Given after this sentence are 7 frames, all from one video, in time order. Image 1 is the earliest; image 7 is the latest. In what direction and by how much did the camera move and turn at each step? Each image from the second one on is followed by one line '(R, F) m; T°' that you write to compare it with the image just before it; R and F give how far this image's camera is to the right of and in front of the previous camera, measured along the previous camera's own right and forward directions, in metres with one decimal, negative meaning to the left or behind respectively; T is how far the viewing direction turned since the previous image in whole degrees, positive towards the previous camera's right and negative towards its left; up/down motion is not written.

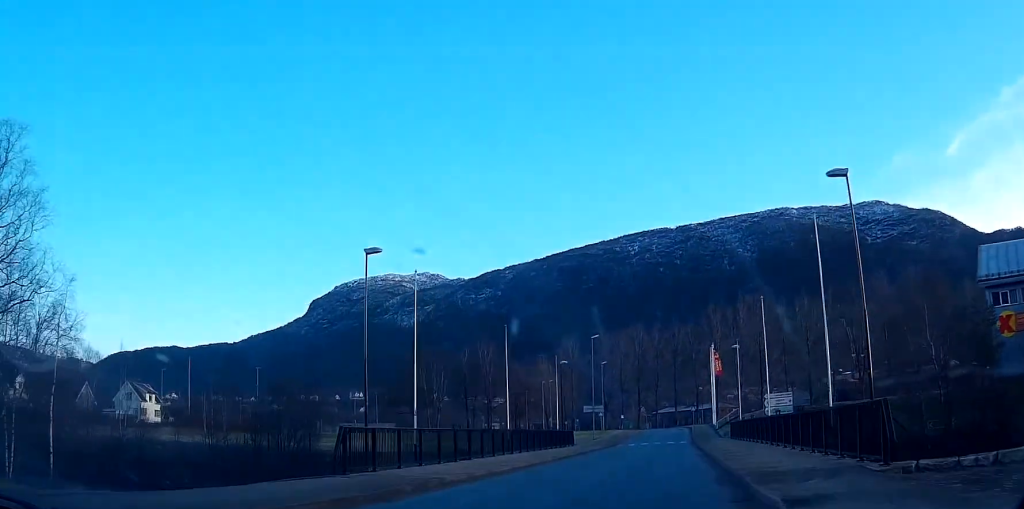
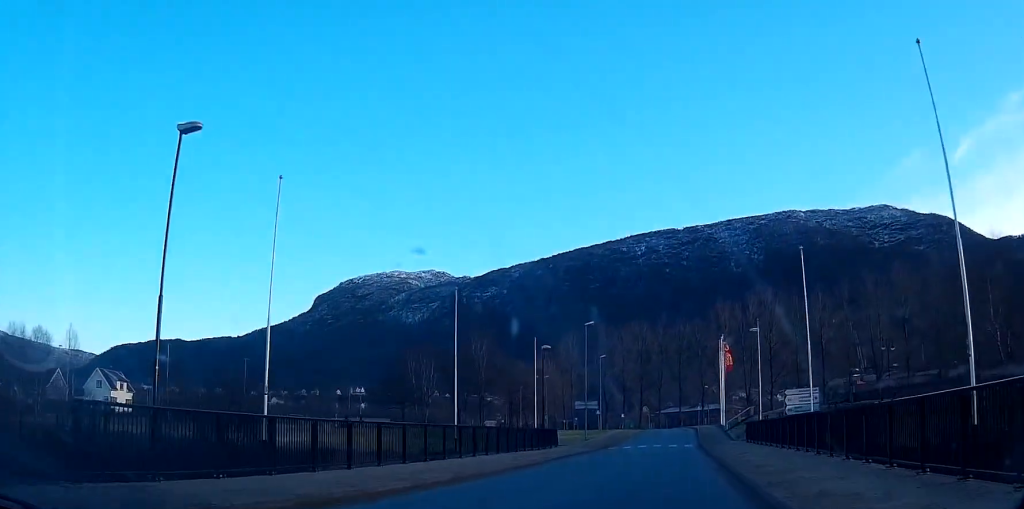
(-0.2, +9.9) m; -1°
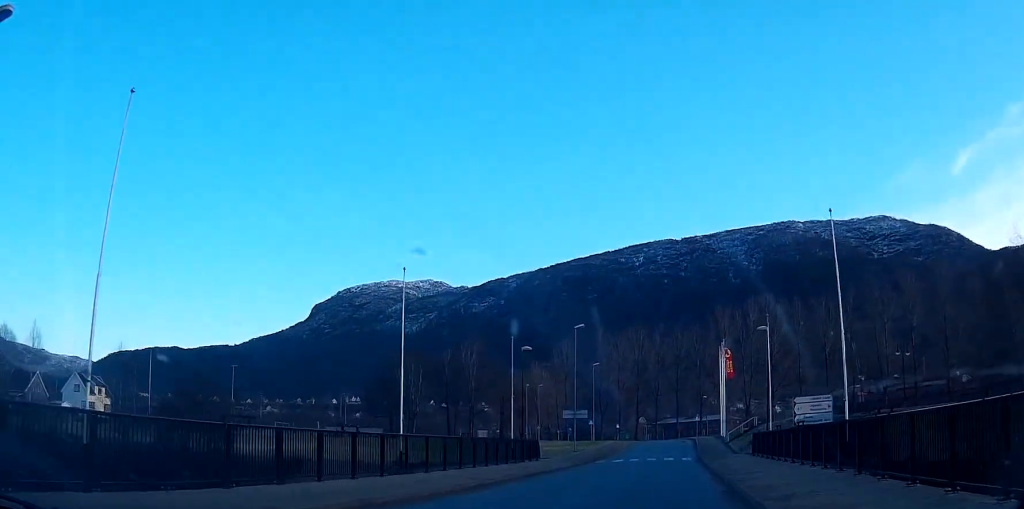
(0.0, +5.5) m; 0°
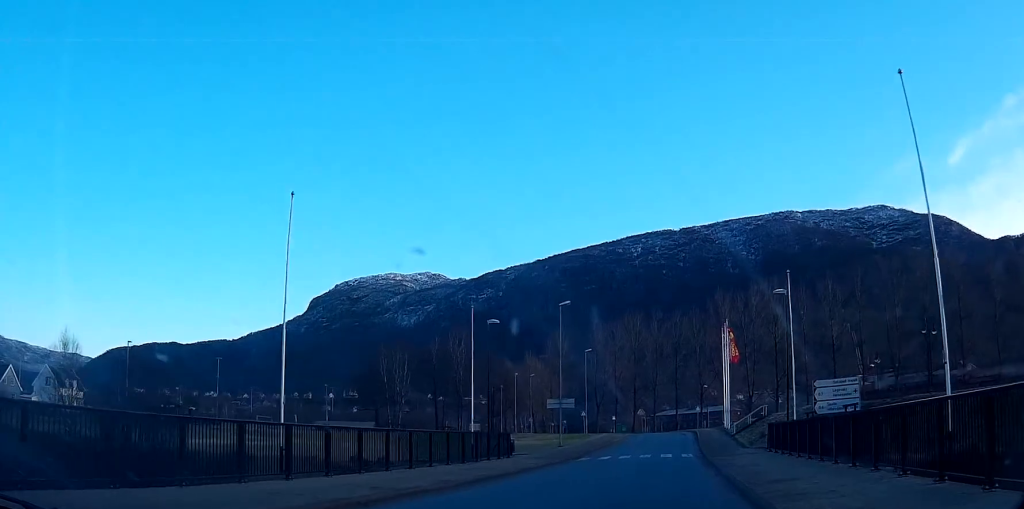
(0.0, +7.4) m; +1°
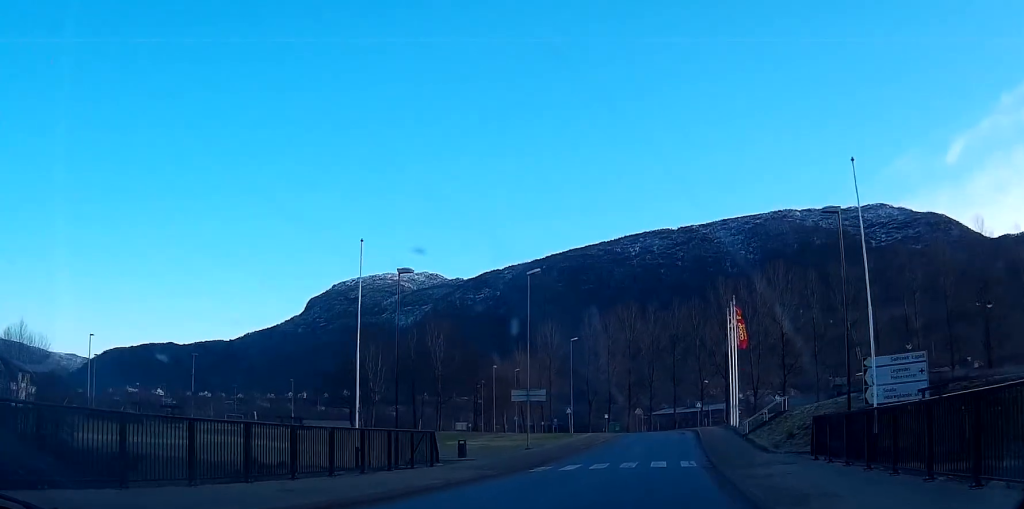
(+0.1, +11.3) m; 0°
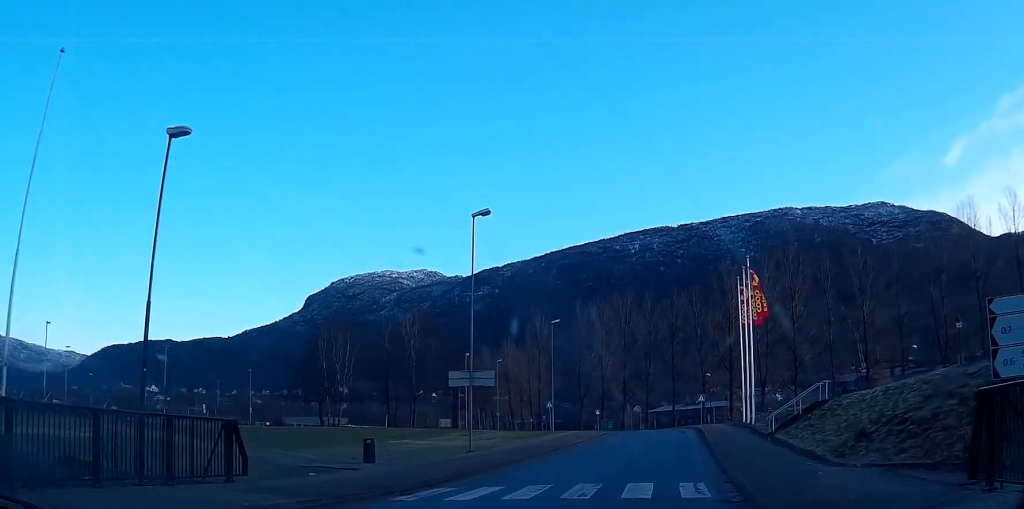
(-0.1, +12.2) m; 0°
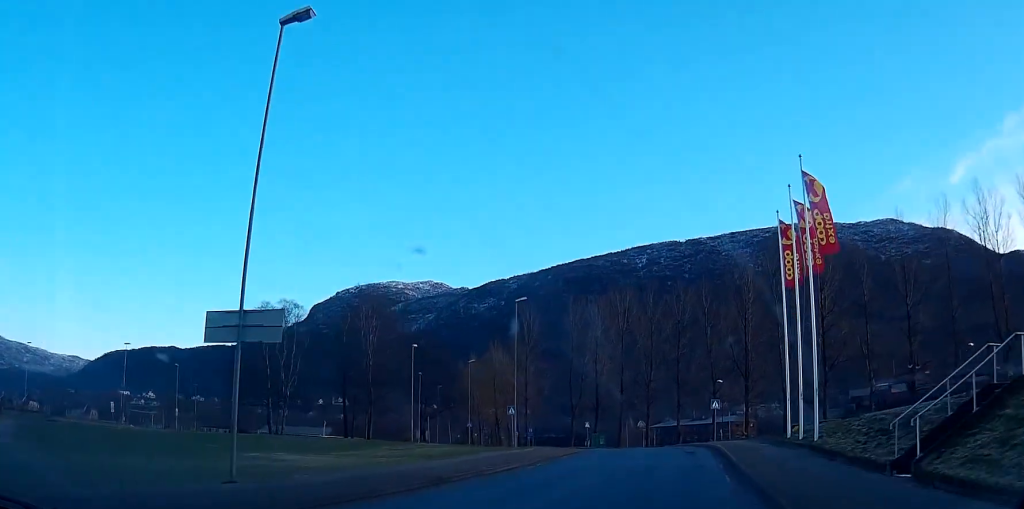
(-0.2, +18.2) m; -1°
